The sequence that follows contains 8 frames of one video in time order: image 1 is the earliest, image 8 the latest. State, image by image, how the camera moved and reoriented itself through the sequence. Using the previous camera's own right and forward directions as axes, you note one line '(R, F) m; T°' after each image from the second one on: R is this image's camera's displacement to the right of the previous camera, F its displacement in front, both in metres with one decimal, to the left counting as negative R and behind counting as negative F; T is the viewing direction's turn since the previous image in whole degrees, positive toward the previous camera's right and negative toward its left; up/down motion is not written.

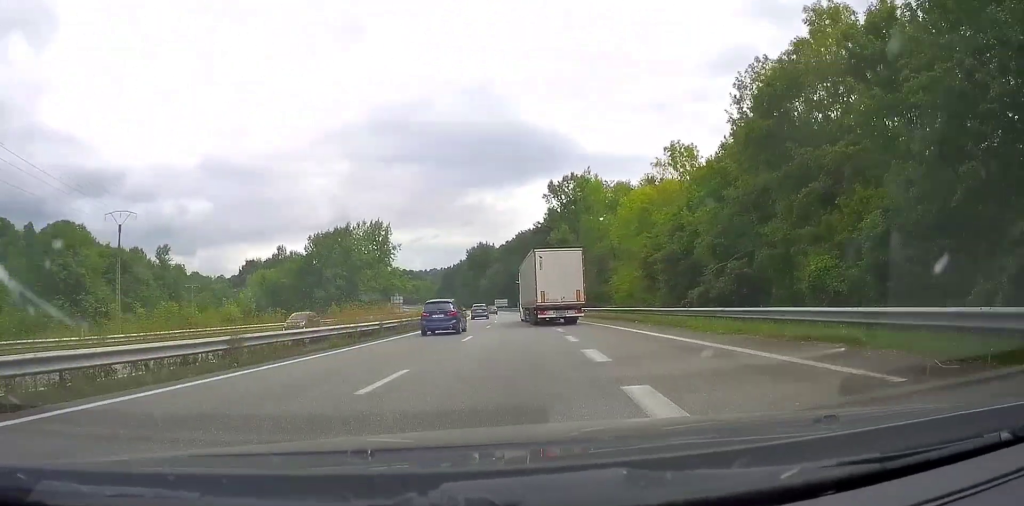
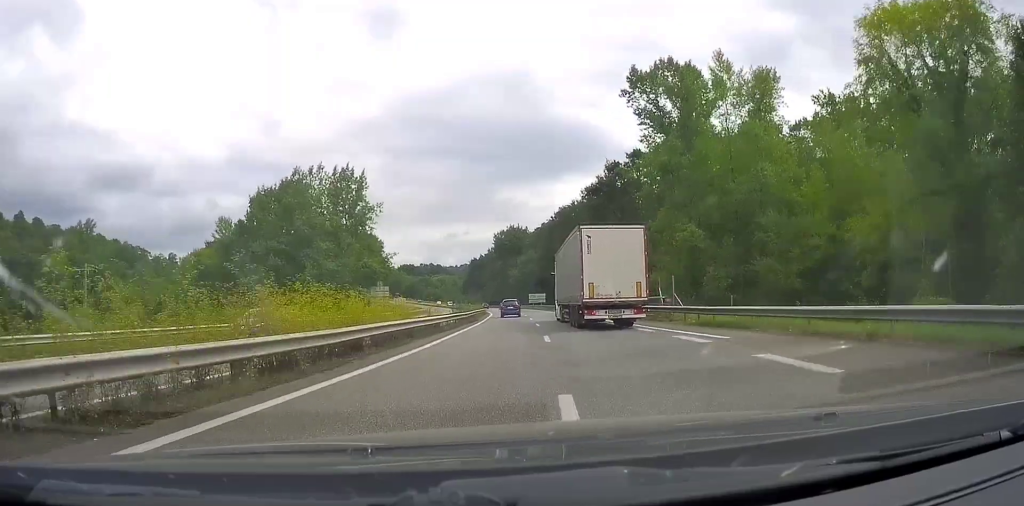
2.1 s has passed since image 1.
(-1.3, +40.9) m; -4°
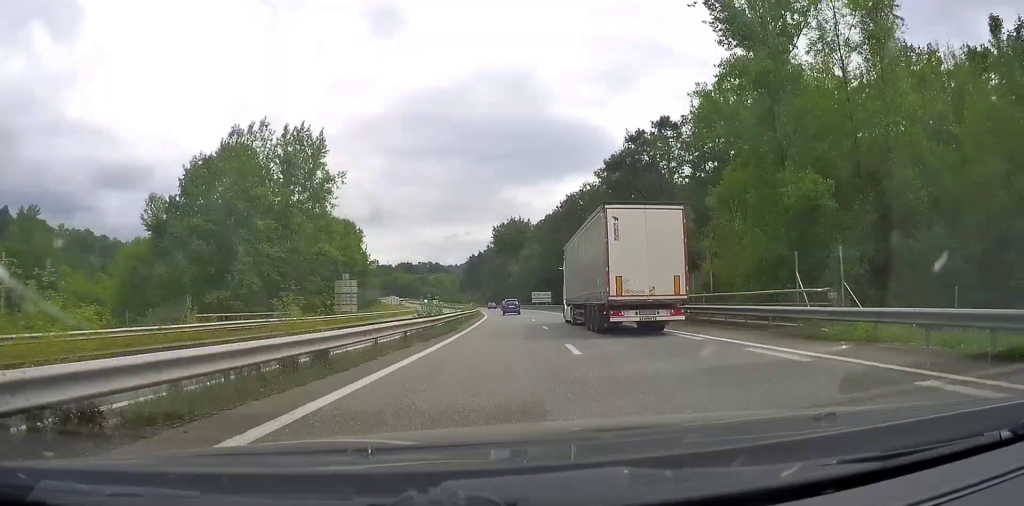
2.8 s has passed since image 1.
(-0.2, +16.8) m; -1°
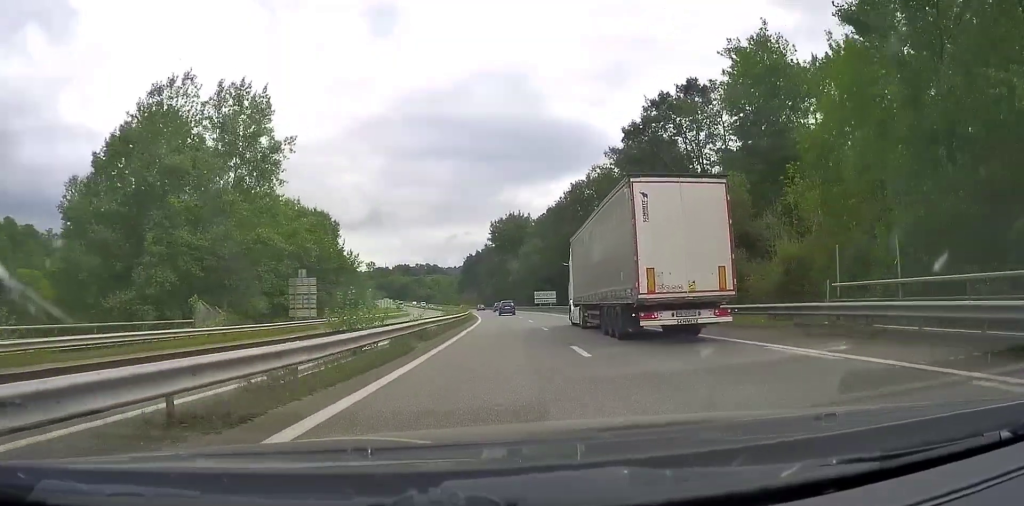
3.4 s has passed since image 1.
(0.0, +13.2) m; 0°
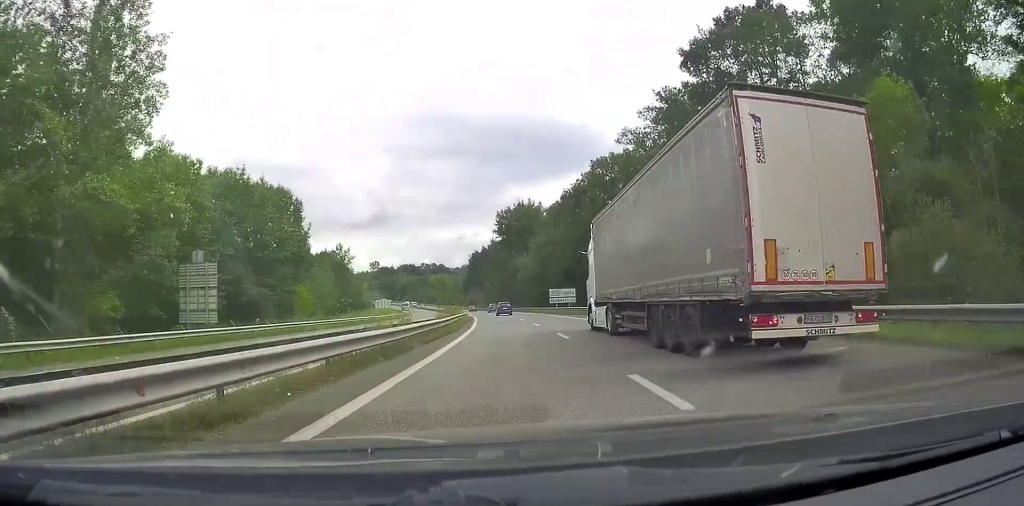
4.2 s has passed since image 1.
(-0.1, +19.8) m; -1°
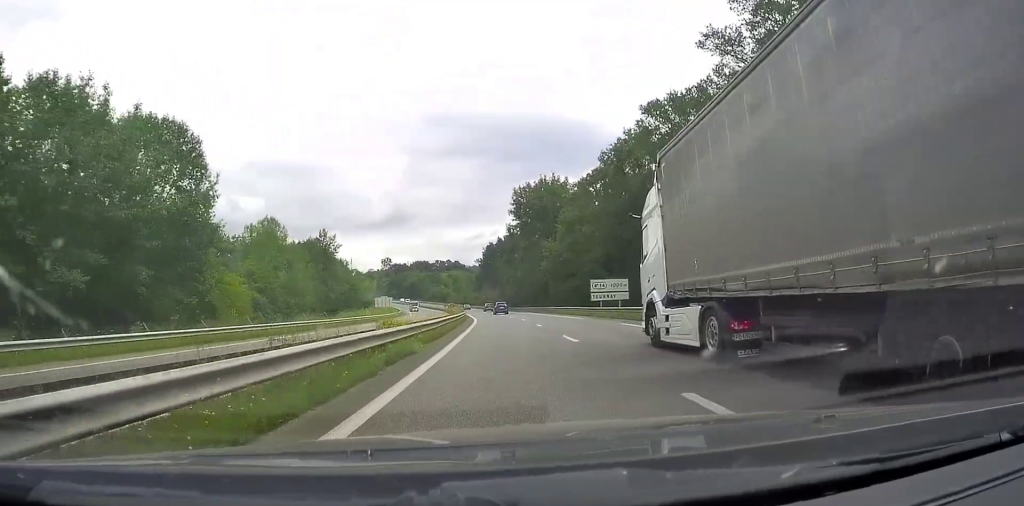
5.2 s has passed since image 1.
(-0.4, +30.3) m; -1°
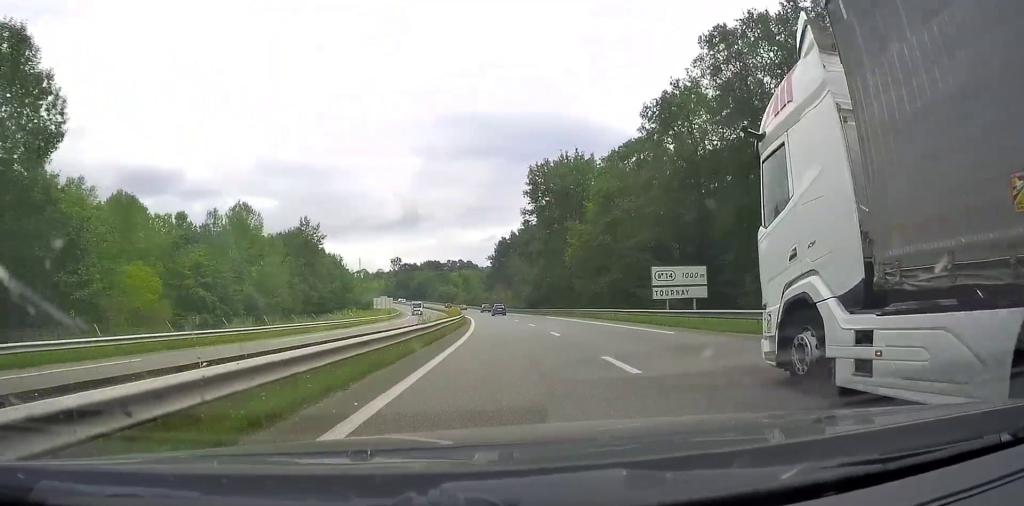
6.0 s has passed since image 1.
(-0.2, +20.9) m; -1°
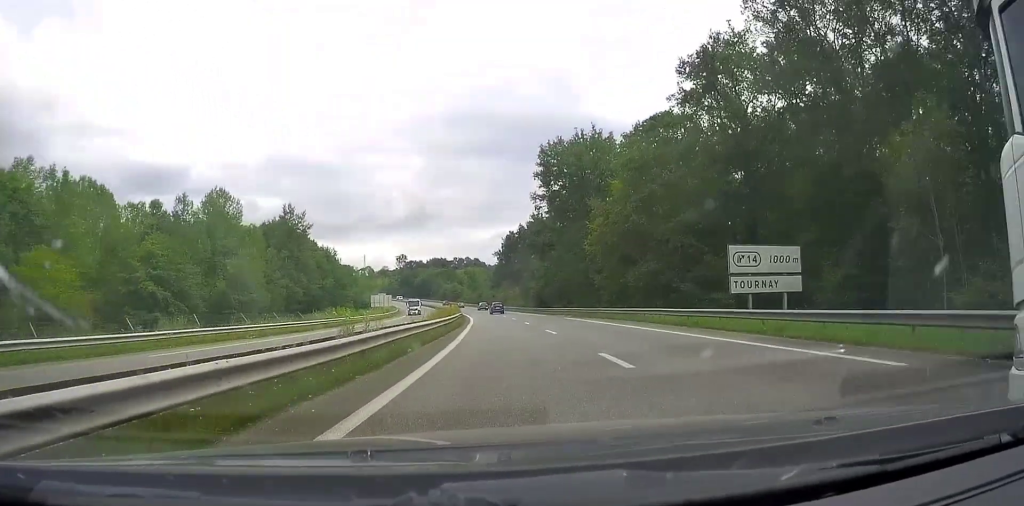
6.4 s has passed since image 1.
(0.0, +12.2) m; 0°
